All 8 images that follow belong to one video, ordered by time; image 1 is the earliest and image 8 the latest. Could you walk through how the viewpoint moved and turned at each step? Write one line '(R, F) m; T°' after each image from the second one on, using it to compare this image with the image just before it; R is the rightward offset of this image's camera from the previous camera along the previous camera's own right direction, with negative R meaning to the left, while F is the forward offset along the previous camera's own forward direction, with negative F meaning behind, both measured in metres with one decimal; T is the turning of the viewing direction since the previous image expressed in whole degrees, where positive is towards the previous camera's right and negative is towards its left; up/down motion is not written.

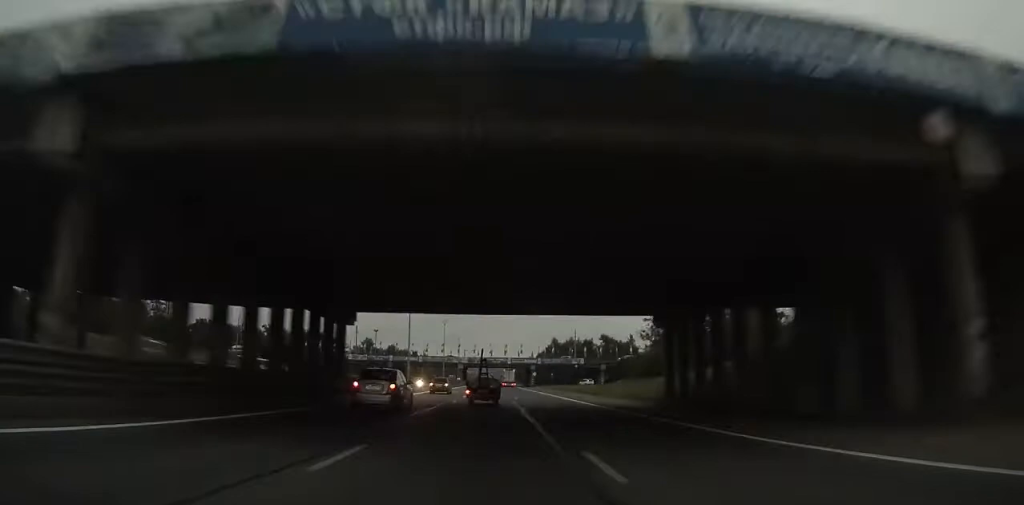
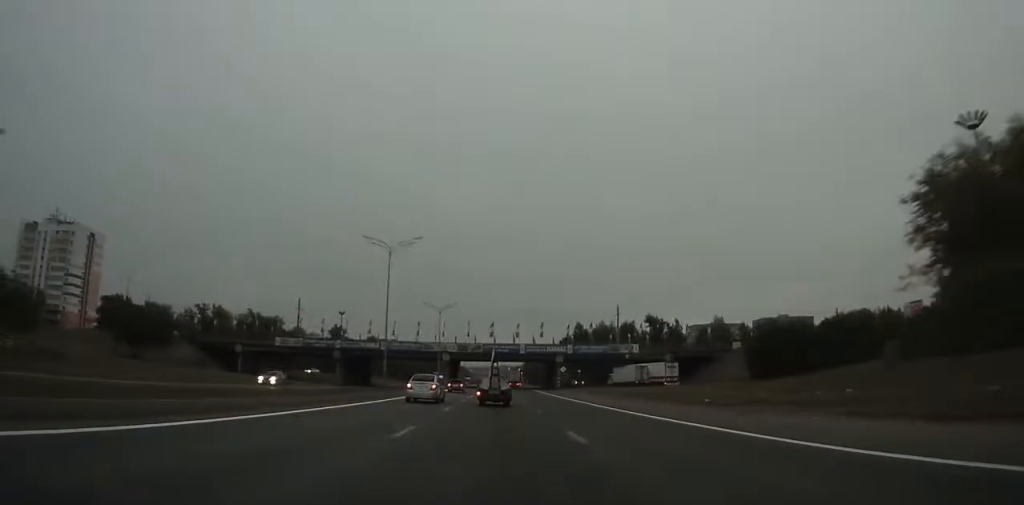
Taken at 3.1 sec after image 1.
(+0.1, +54.5) m; 0°
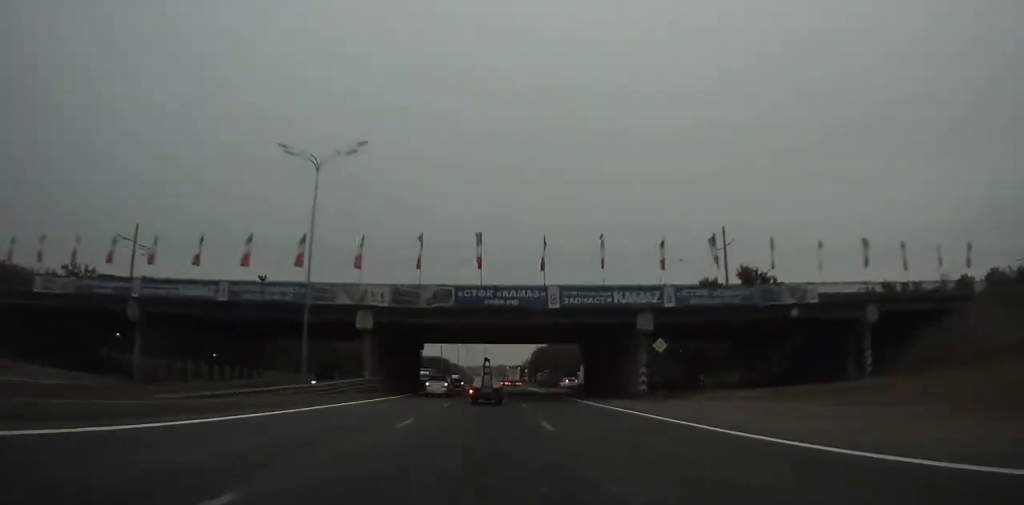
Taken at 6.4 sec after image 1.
(+0.1, +58.7) m; -1°
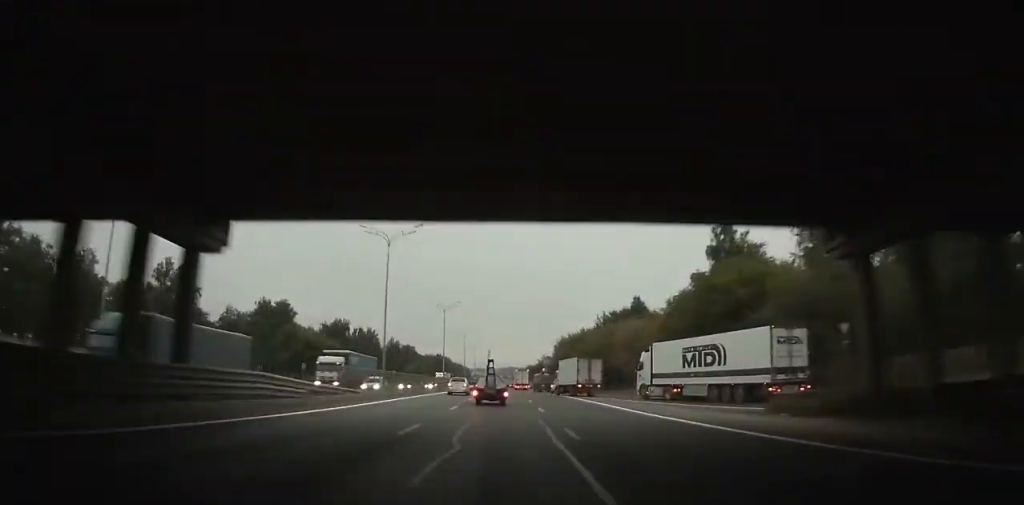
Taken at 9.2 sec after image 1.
(-0.4, +50.3) m; -1°
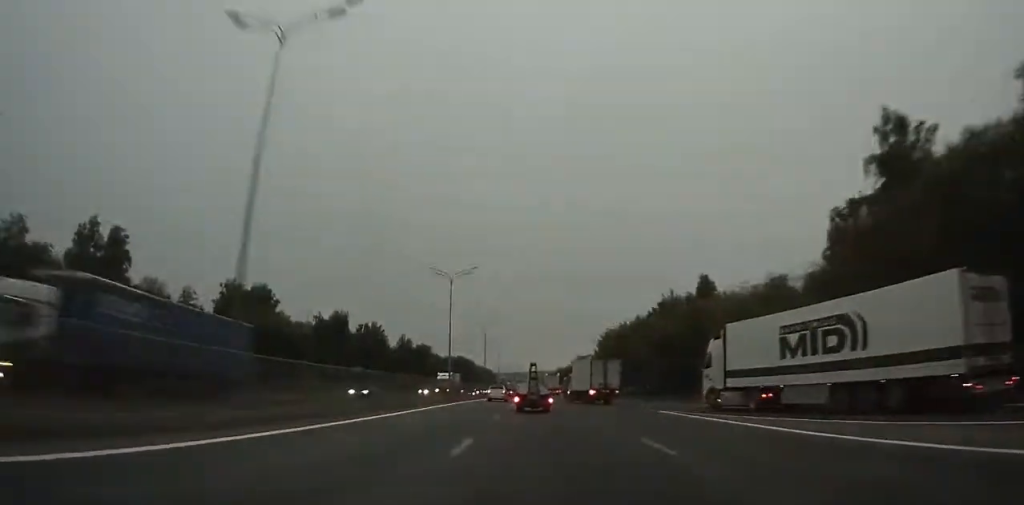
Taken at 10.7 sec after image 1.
(-0.5, +27.3) m; 0°
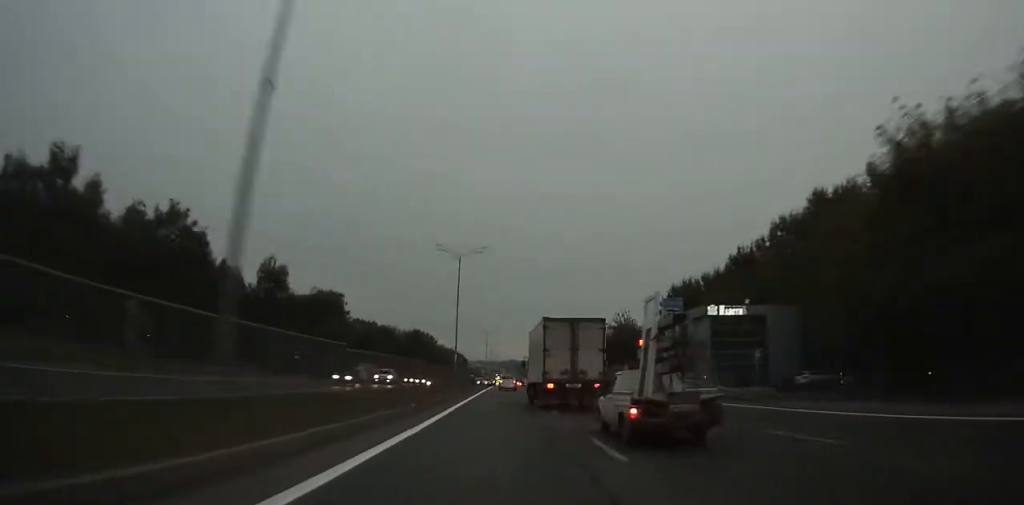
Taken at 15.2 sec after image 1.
(+0.5, +82.2) m; +1°
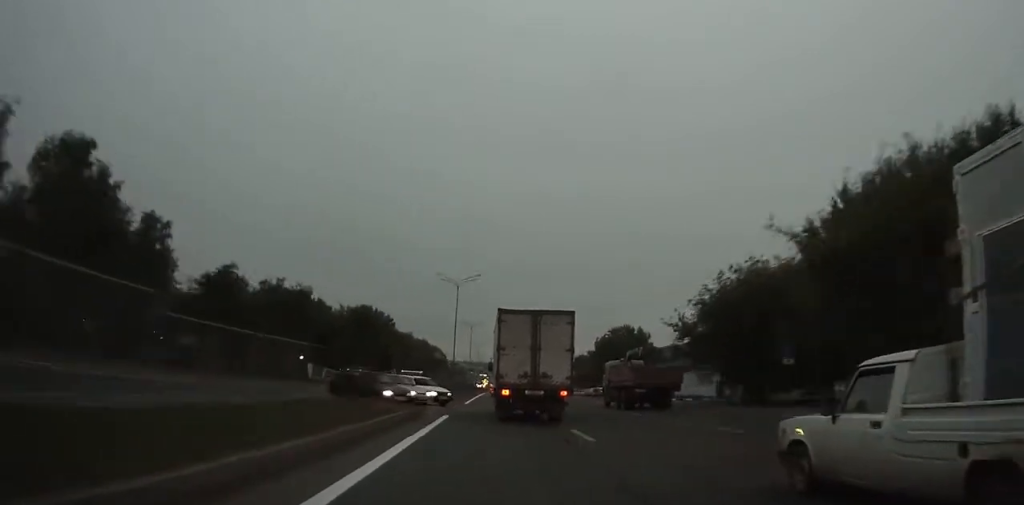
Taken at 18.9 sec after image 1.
(+0.5, +67.7) m; +1°
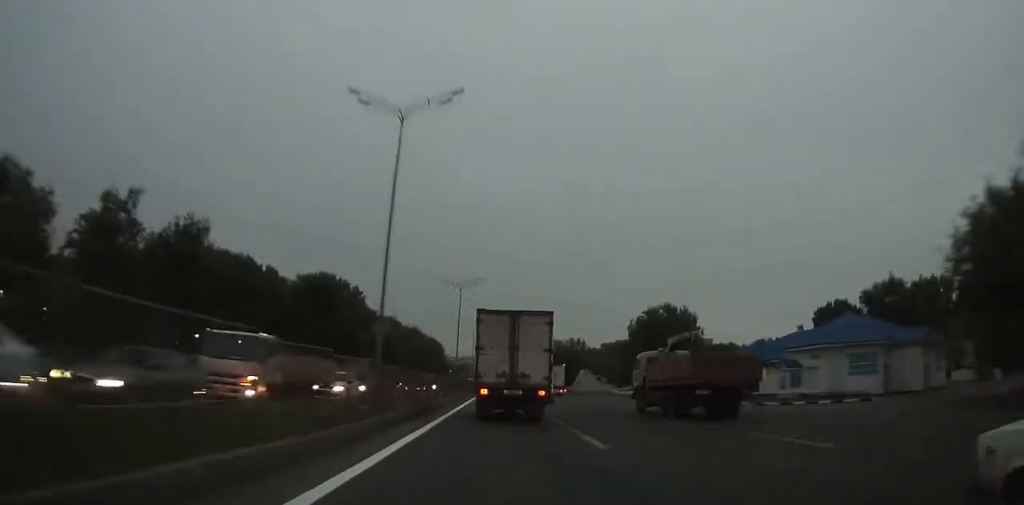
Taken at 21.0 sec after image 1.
(-0.1, +38.6) m; +2°
